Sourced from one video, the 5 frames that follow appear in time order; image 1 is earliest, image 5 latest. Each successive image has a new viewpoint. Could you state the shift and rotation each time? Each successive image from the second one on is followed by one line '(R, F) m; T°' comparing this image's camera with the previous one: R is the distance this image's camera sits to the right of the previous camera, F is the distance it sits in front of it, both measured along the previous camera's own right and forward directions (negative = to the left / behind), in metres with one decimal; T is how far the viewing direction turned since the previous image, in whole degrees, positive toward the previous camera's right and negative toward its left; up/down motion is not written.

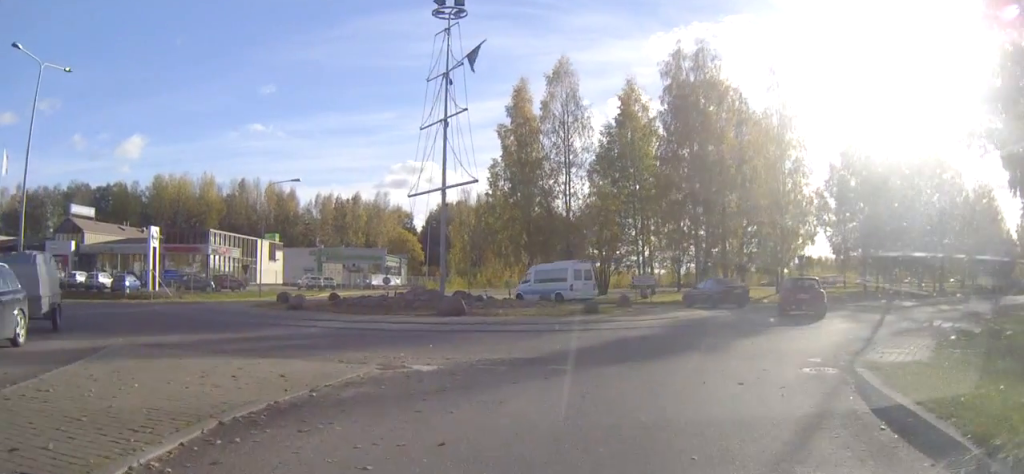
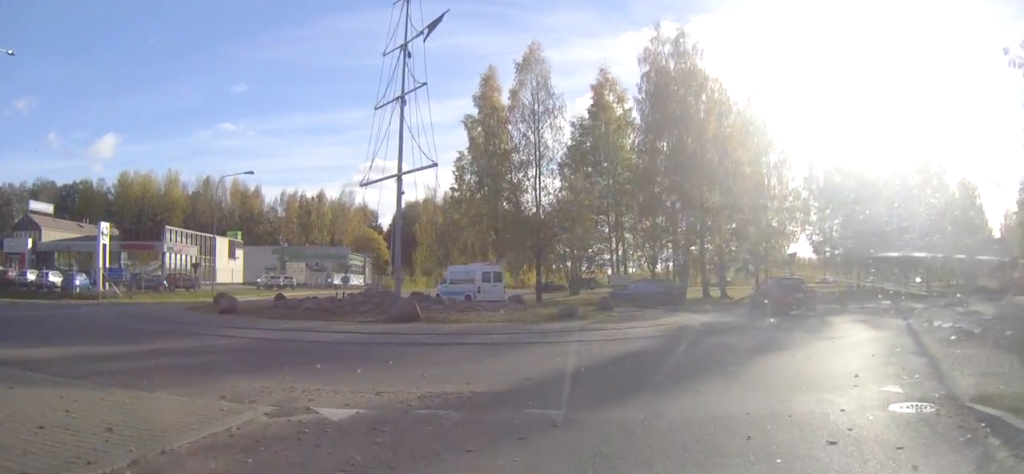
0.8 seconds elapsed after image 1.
(0.0, +4.1) m; +1°
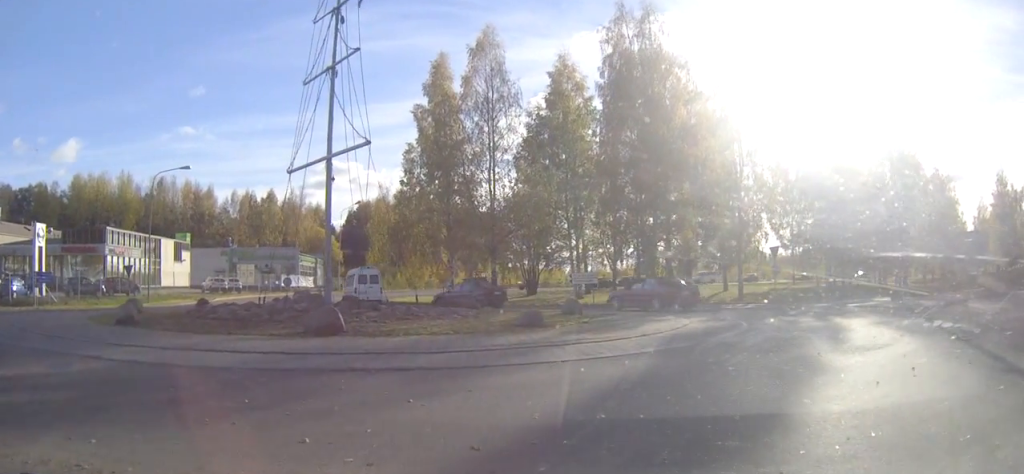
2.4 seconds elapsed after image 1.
(+0.1, +5.4) m; +4°
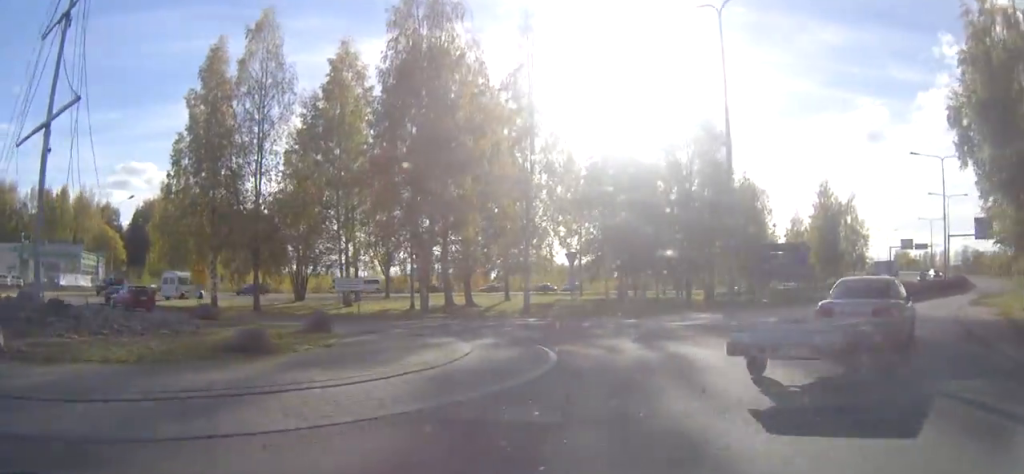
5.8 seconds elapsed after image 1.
(+1.0, +5.8) m; +22°
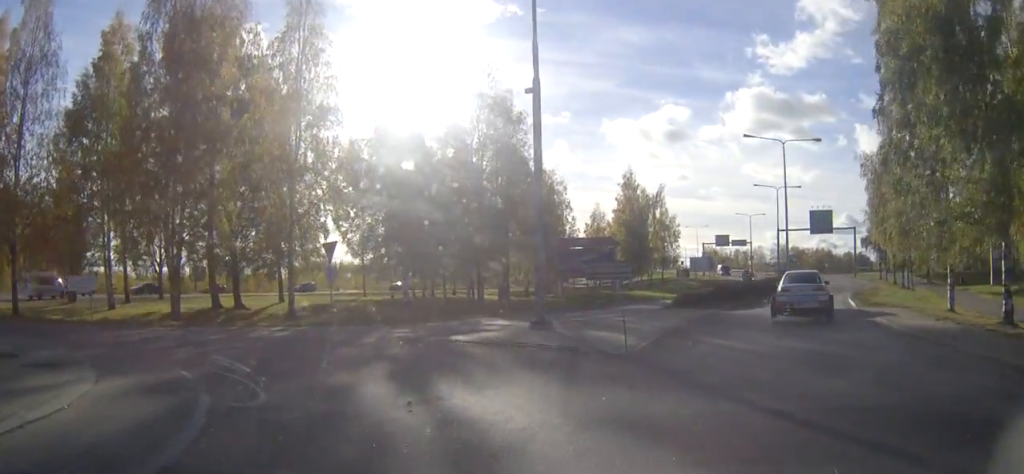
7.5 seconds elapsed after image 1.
(+0.8, +6.7) m; +7°
